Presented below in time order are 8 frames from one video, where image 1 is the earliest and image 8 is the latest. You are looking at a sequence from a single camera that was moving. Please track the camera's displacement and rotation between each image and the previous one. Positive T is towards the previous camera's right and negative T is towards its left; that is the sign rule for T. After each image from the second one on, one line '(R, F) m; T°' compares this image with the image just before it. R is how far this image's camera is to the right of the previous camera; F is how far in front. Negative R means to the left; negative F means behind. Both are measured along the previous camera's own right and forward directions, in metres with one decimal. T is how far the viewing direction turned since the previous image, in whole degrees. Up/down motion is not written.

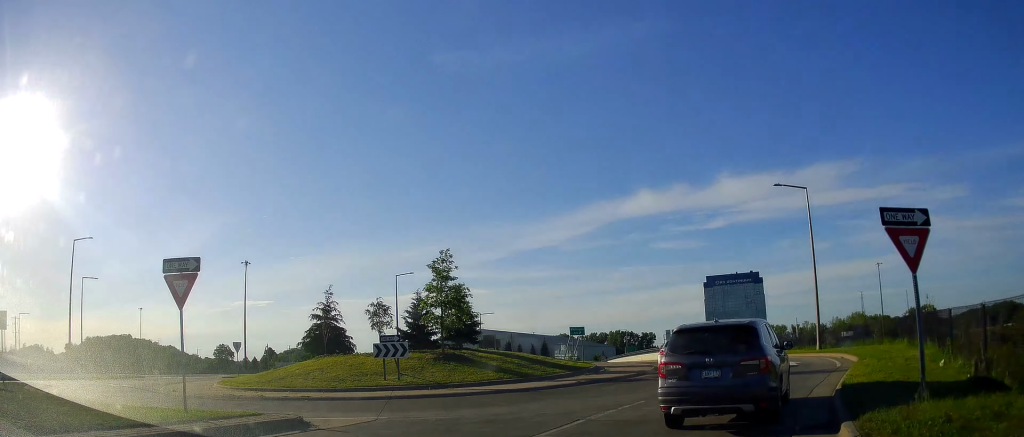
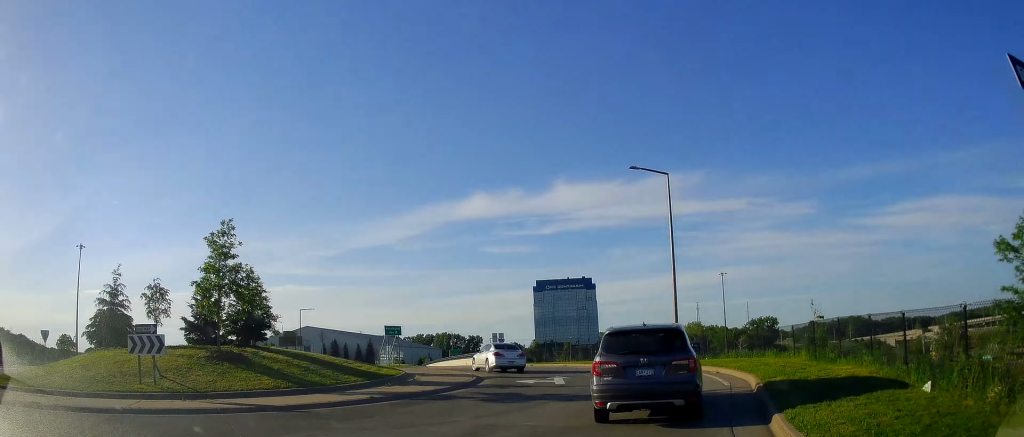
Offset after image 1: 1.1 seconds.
(+1.2, +4.0) m; +19°
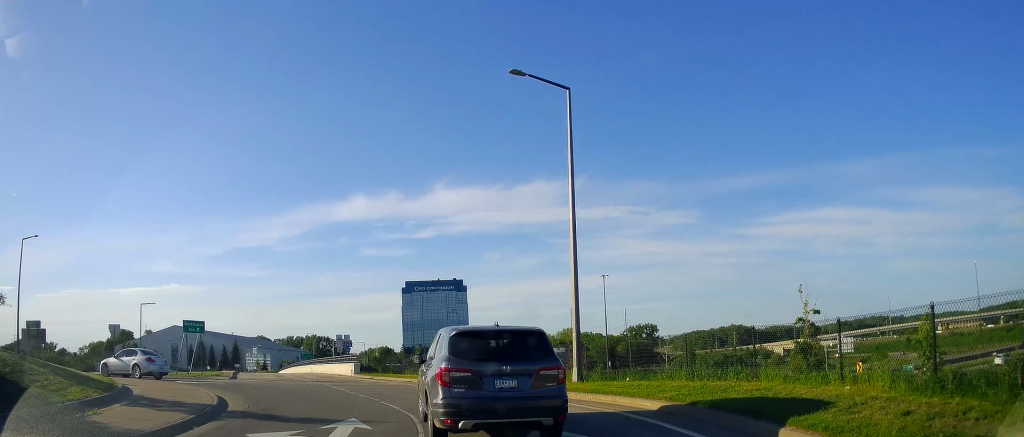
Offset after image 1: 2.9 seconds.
(+1.0, +8.6) m; +15°
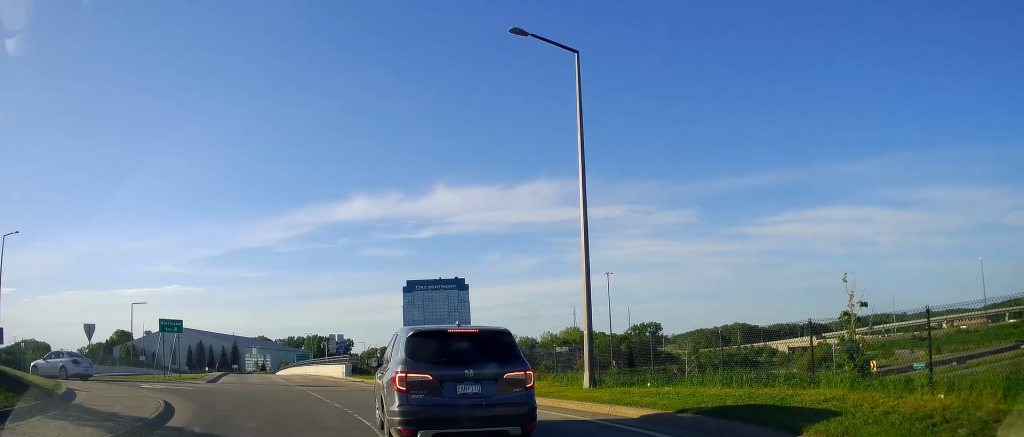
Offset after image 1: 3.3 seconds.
(+0.1, +2.3) m; +4°
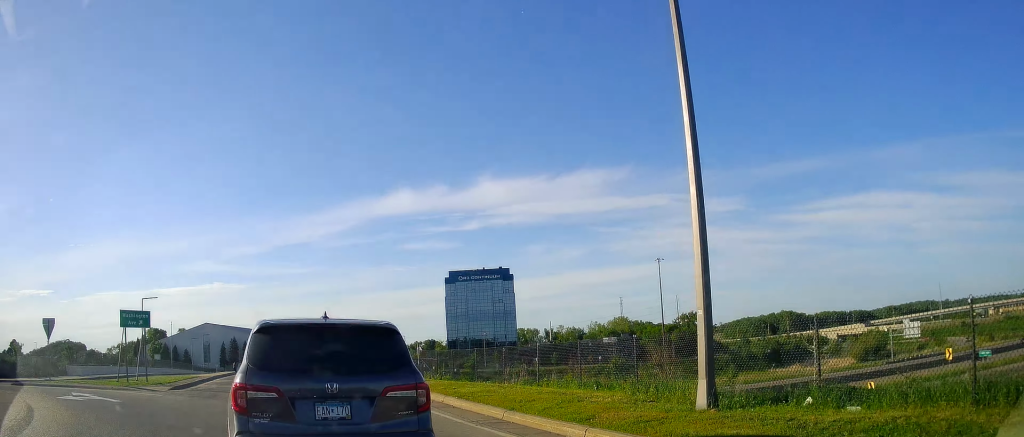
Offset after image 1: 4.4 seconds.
(+0.2, +6.7) m; +2°
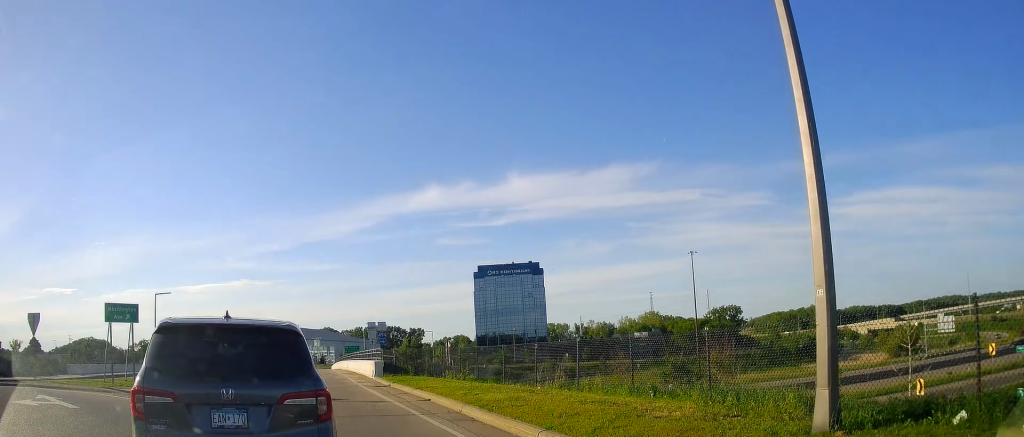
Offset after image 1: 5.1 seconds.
(0.0, +4.4) m; -2°
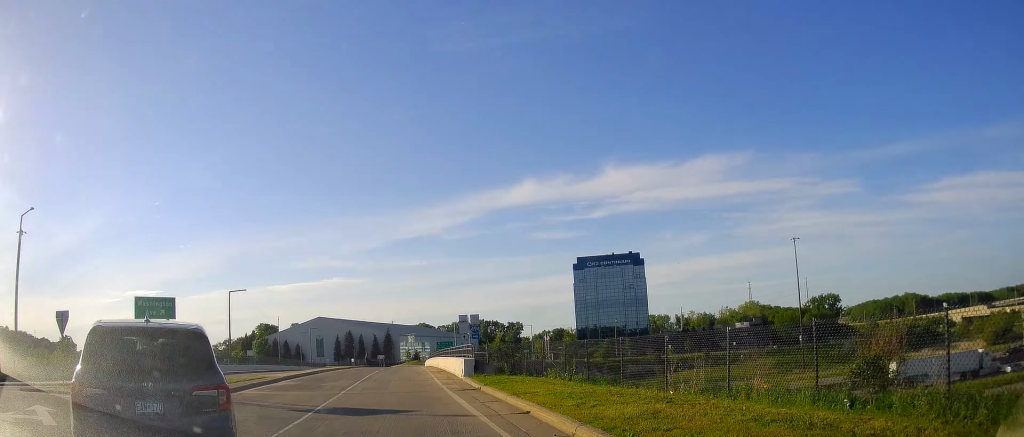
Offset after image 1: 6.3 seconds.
(-0.4, +7.0) m; -7°
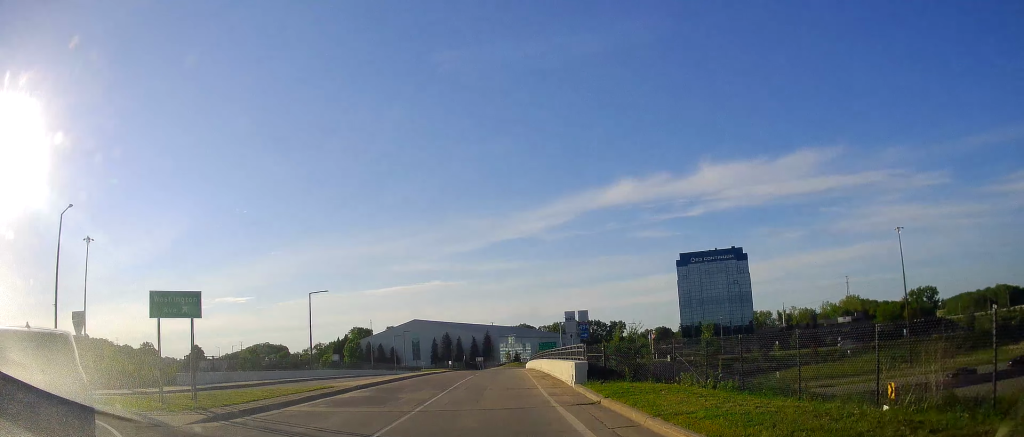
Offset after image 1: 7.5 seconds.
(-0.5, +5.9) m; -12°
